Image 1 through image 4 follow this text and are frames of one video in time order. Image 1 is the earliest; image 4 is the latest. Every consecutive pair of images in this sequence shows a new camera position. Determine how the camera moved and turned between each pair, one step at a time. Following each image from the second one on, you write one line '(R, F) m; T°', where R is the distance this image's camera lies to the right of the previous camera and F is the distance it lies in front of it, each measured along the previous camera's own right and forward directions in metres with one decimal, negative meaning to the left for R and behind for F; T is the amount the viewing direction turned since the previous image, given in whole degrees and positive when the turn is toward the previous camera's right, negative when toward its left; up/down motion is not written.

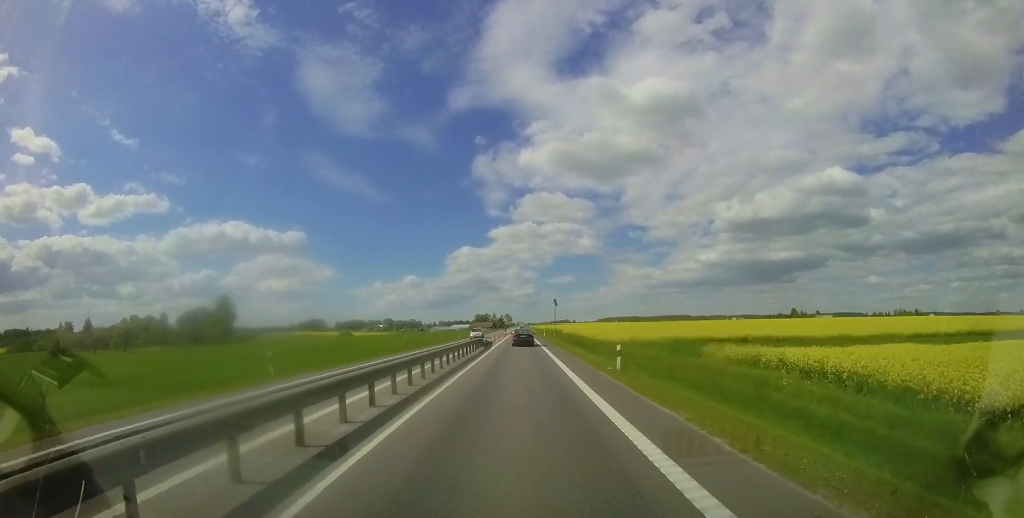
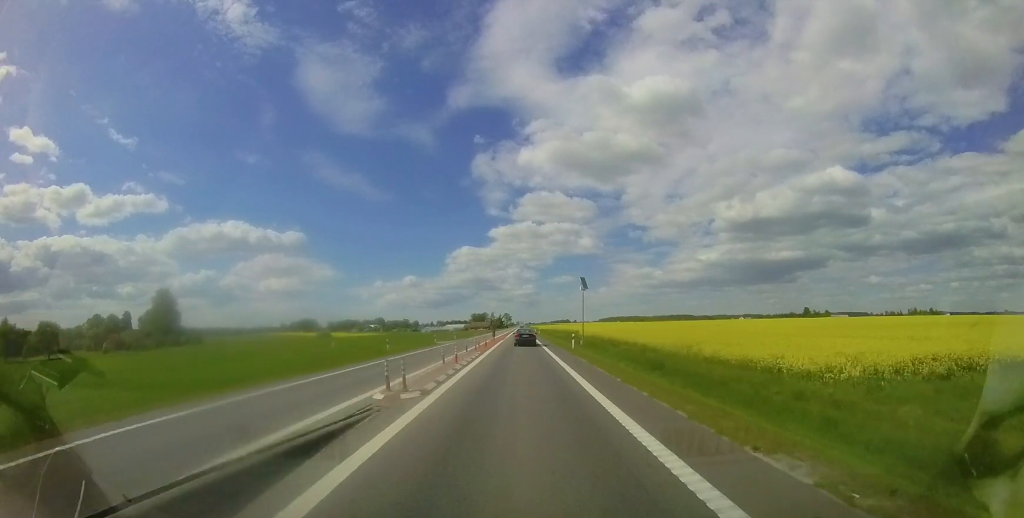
(+0.1, +31.9) m; 0°
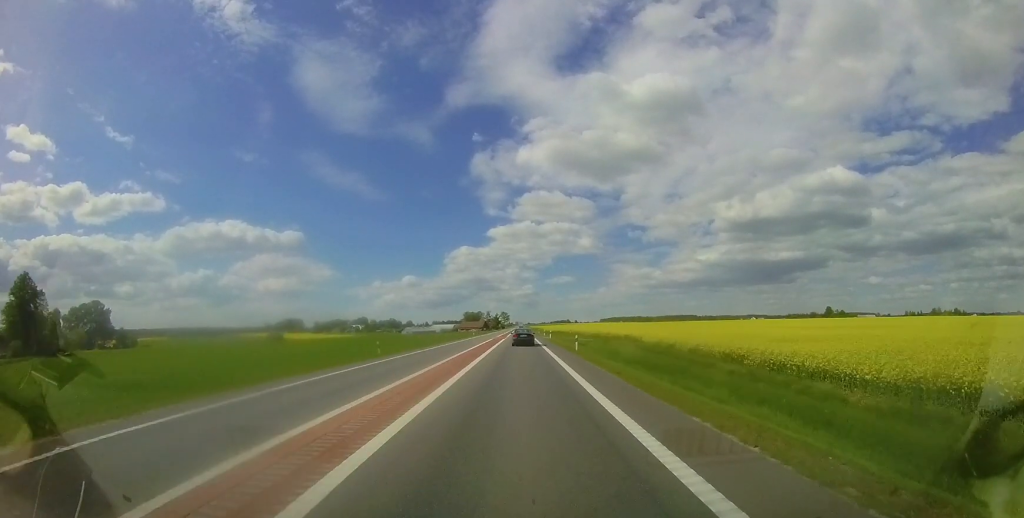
(+0.1, +50.6) m; 0°
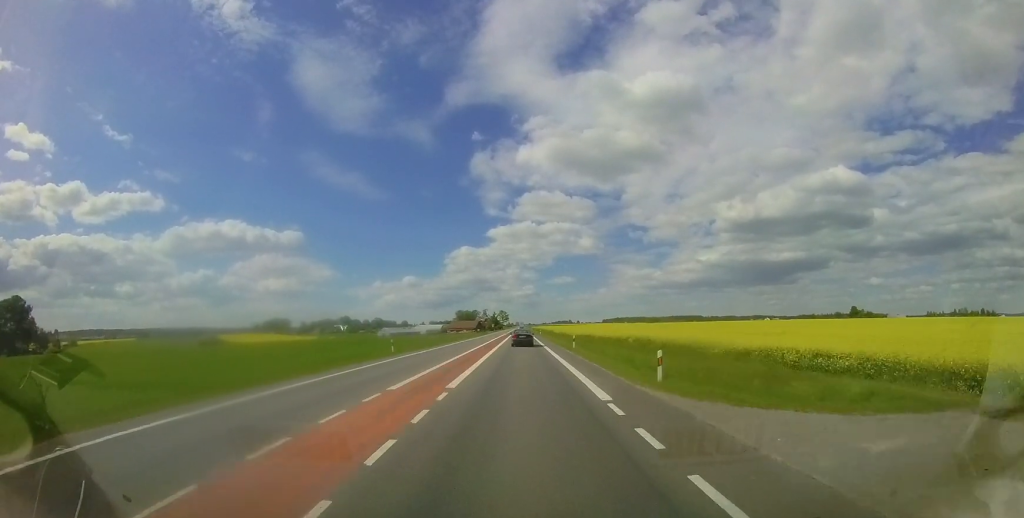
(+0.4, +47.3) m; 0°
